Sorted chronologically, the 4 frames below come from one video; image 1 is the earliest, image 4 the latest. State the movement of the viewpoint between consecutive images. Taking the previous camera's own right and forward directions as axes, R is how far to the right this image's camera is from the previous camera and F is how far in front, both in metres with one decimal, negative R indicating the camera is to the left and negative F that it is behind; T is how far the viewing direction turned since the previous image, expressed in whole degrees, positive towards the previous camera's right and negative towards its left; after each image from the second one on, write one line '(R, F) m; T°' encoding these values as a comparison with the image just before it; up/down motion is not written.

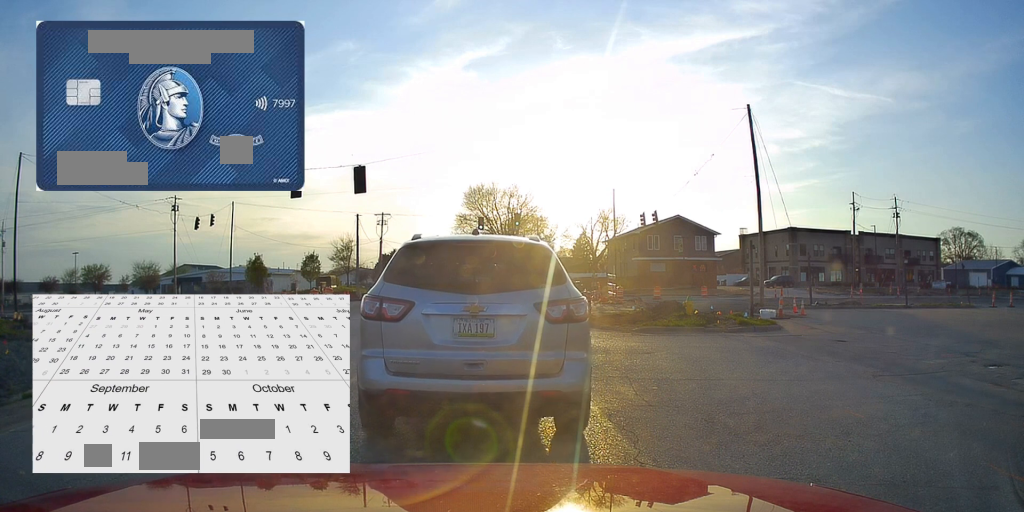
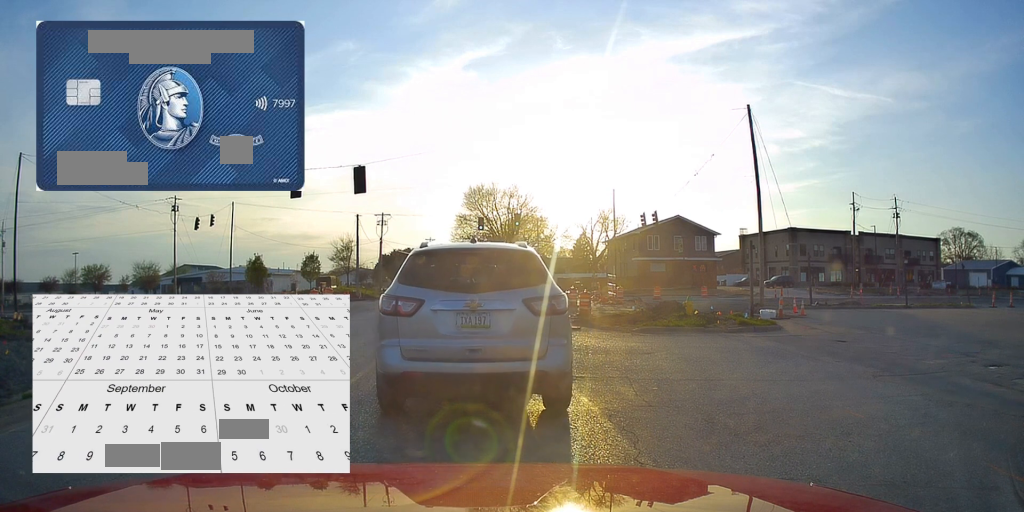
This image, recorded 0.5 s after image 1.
(0.0, 0.0) m; 0°
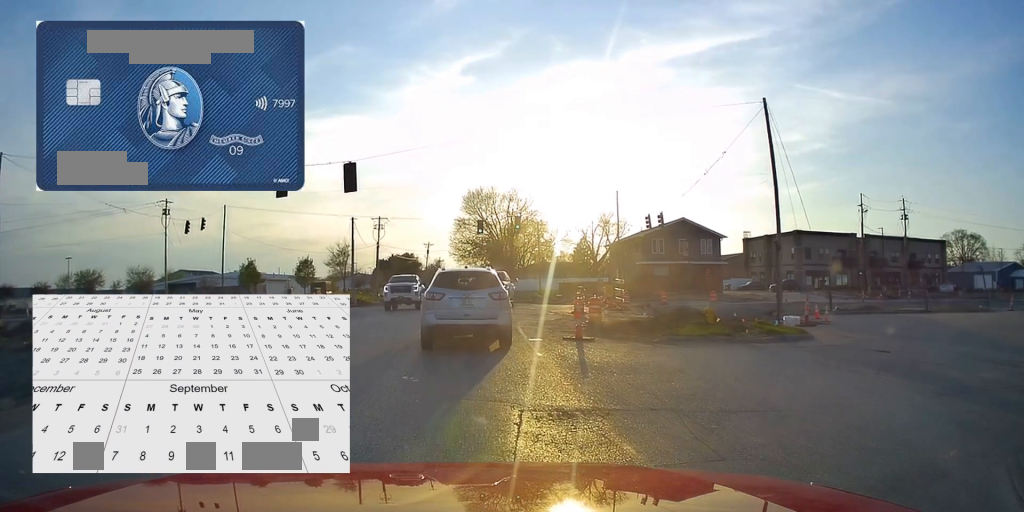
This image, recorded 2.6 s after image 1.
(0.0, +2.4) m; 0°
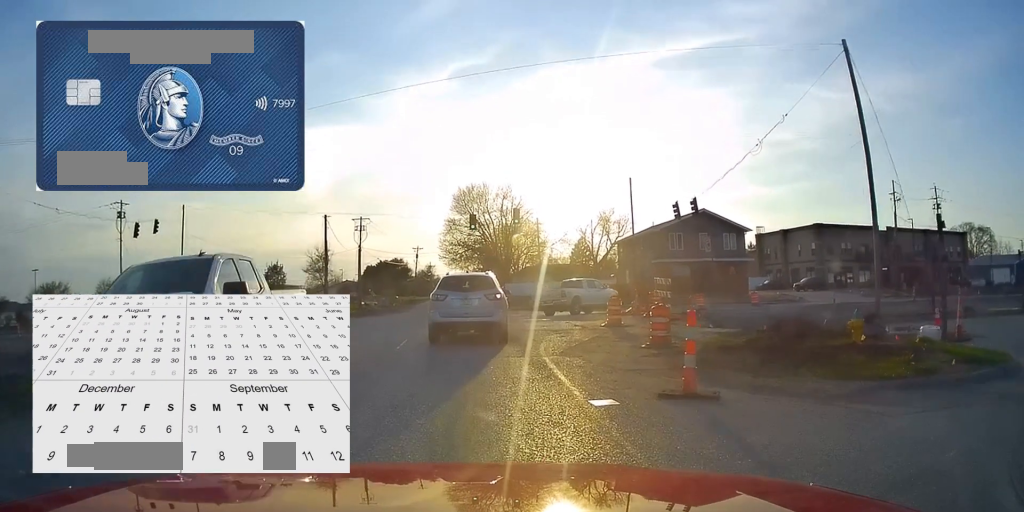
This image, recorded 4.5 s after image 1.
(0.0, +8.7) m; 0°
